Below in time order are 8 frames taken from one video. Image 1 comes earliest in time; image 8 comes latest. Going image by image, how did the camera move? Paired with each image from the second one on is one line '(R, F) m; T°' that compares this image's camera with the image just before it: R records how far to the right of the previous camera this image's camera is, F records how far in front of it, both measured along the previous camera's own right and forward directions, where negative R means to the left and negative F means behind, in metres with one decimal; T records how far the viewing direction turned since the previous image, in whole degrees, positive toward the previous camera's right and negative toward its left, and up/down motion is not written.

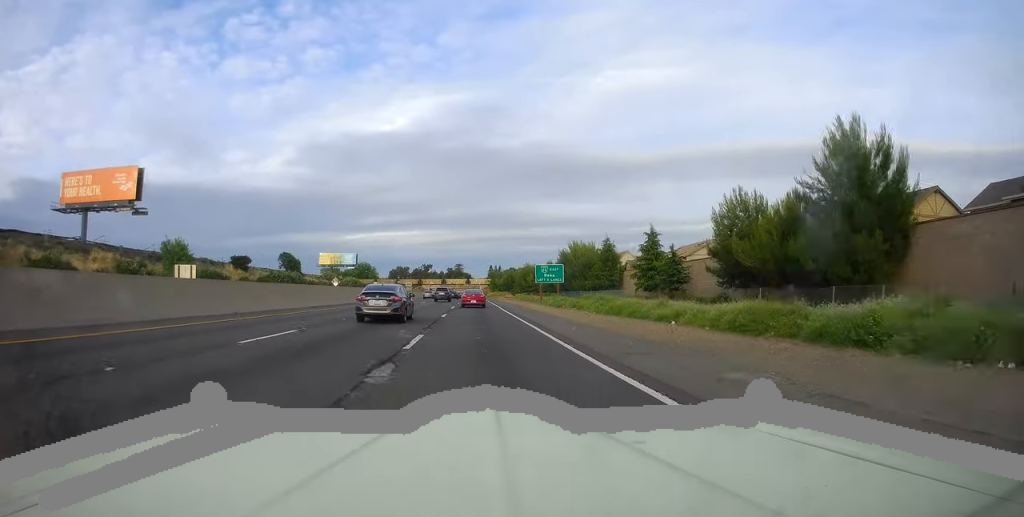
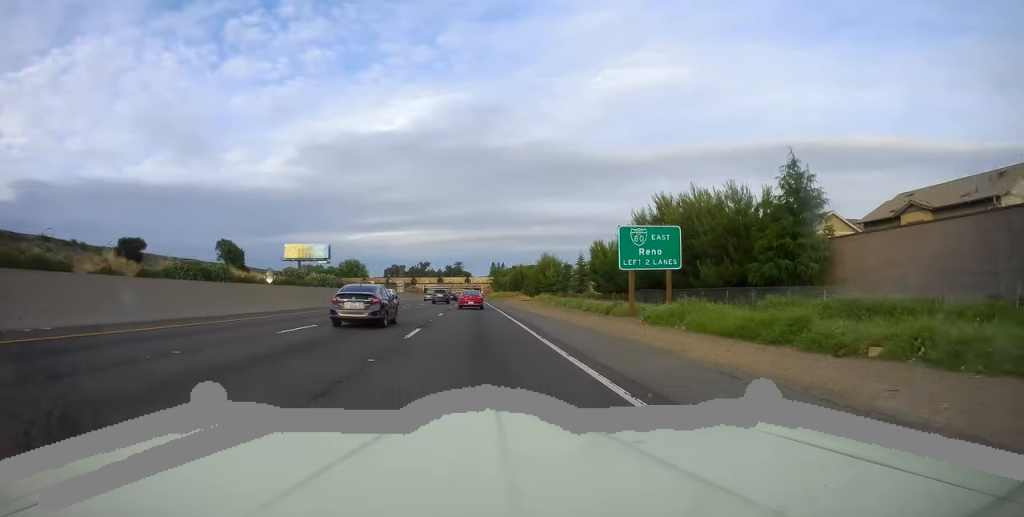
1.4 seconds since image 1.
(+0.7, +42.4) m; 0°
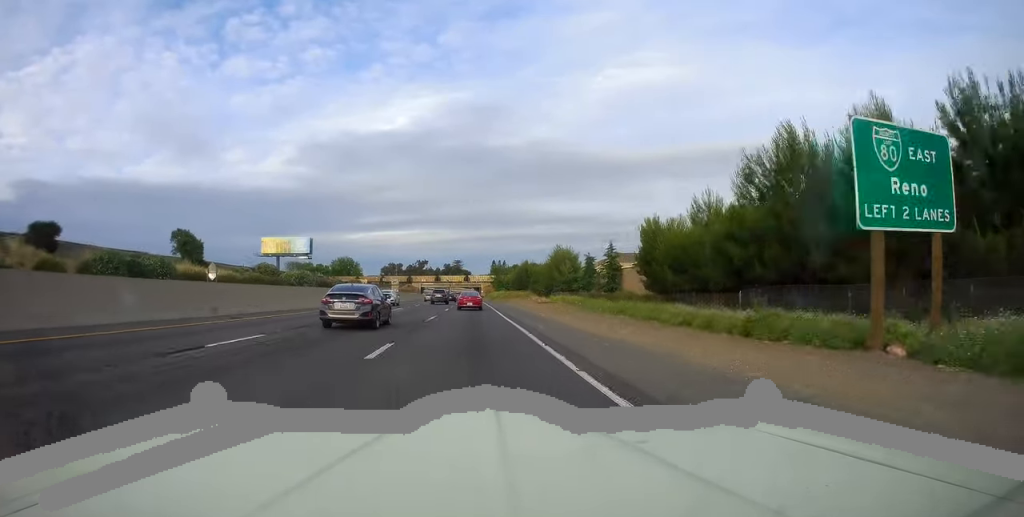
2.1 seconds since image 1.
(-0.4, +20.0) m; 0°
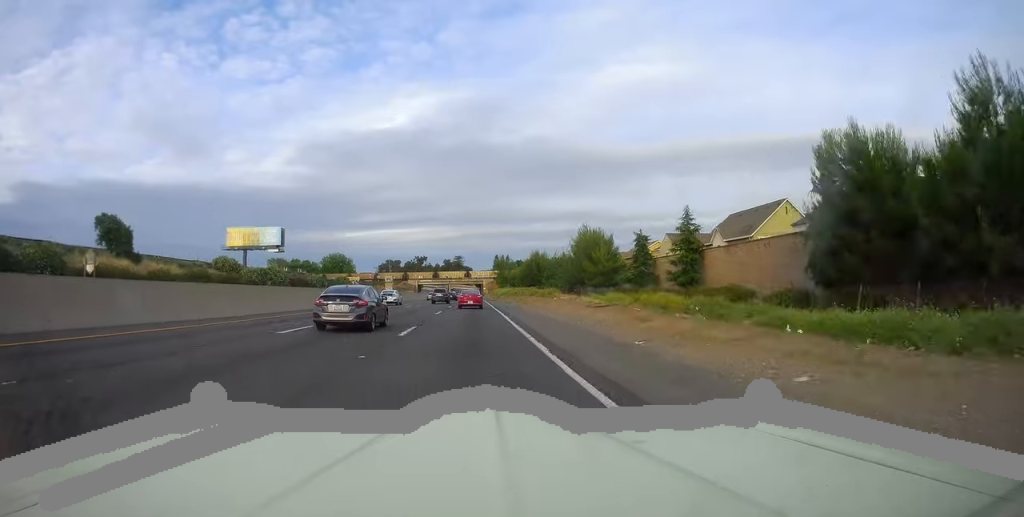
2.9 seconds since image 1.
(+0.1, +24.9) m; 0°
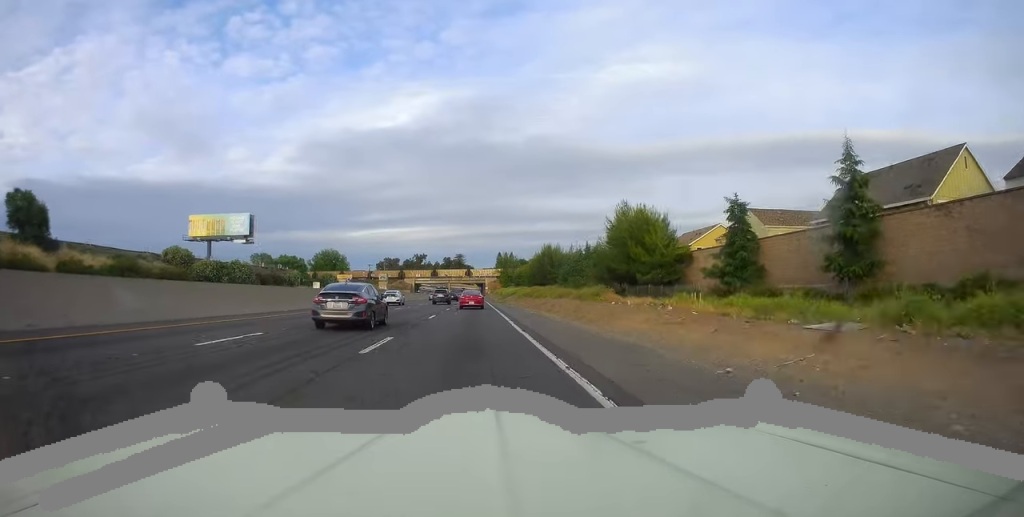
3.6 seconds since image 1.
(+0.1, +20.9) m; 0°
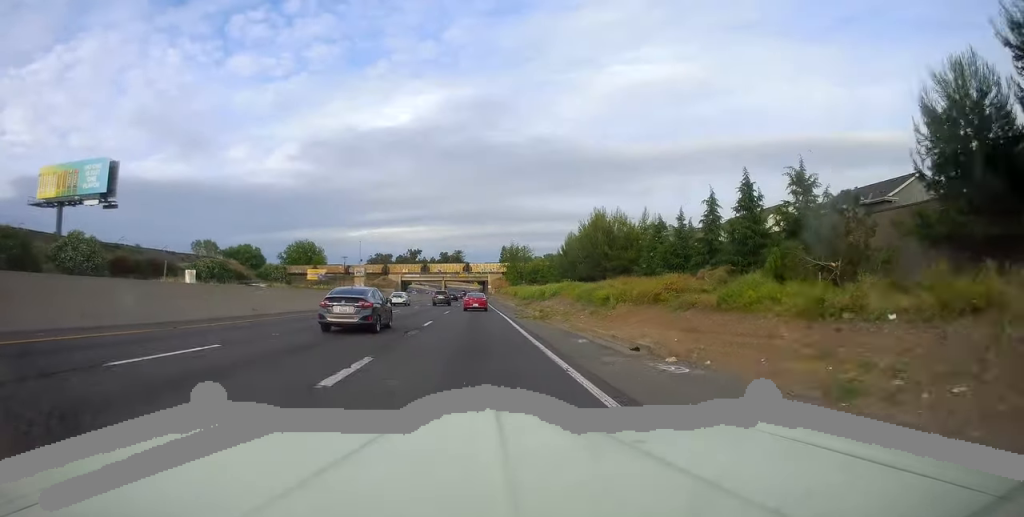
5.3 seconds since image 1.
(-0.7, +49.7) m; 0°
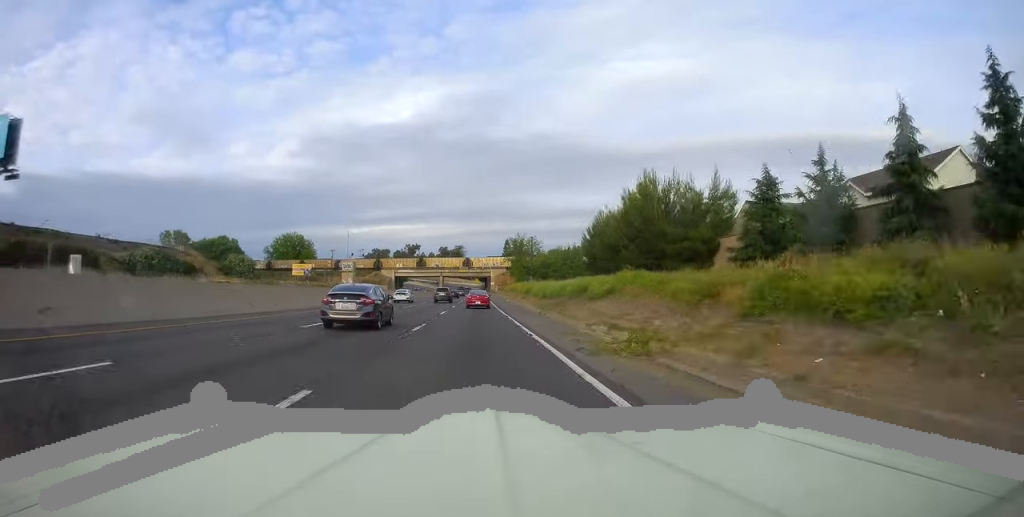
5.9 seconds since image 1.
(+0.3, +19.9) m; 0°
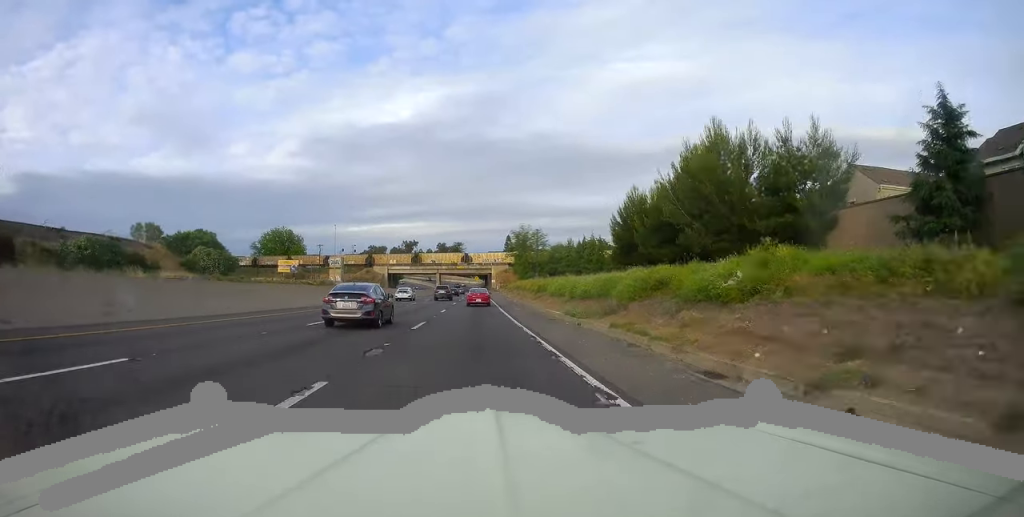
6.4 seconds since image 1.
(+0.2, +14.9) m; 0°
